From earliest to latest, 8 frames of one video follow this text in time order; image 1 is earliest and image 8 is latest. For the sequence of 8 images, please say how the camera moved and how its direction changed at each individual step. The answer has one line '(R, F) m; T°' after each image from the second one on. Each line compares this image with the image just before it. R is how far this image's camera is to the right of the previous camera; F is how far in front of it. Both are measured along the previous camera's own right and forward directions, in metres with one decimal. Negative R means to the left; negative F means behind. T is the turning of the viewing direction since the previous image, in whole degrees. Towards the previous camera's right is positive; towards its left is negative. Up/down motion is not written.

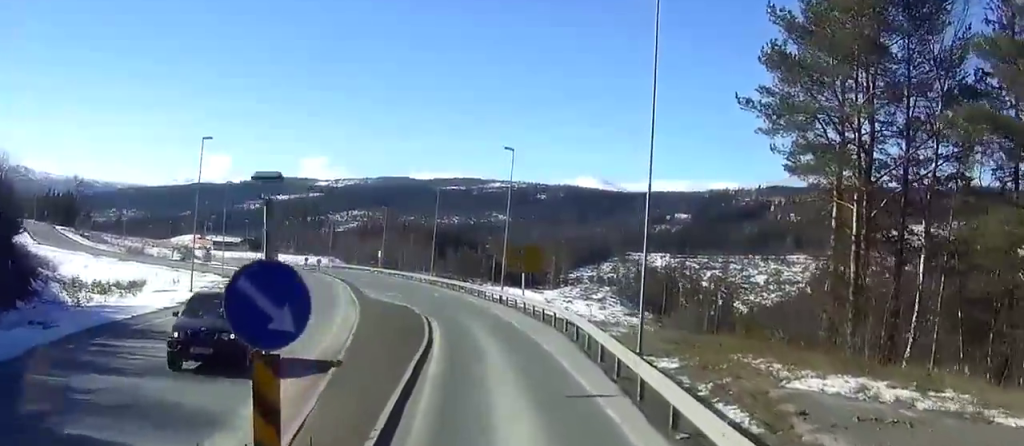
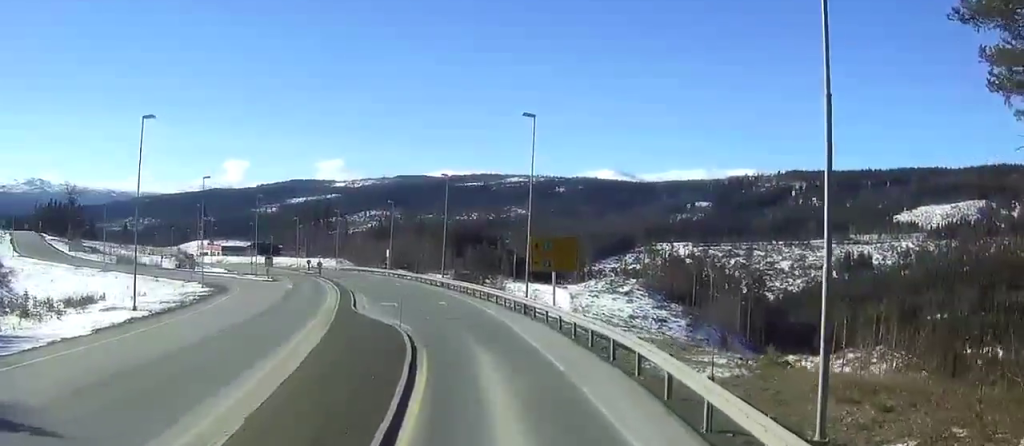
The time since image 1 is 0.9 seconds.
(0.0, +15.5) m; 0°
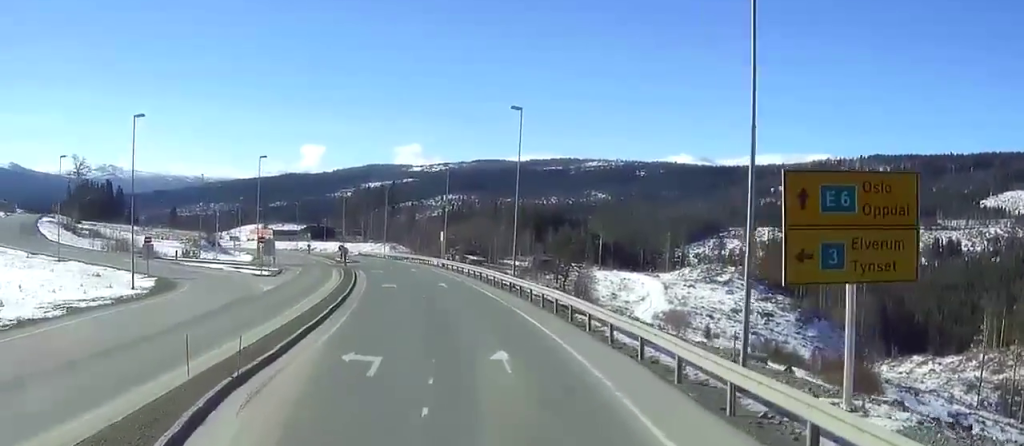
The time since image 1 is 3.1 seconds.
(0.0, +38.2) m; 0°
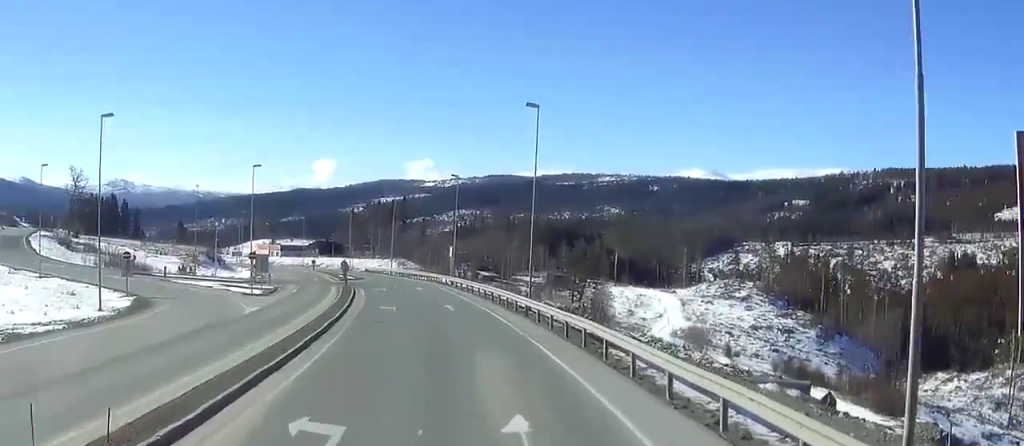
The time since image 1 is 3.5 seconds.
(0.0, +7.7) m; 0°
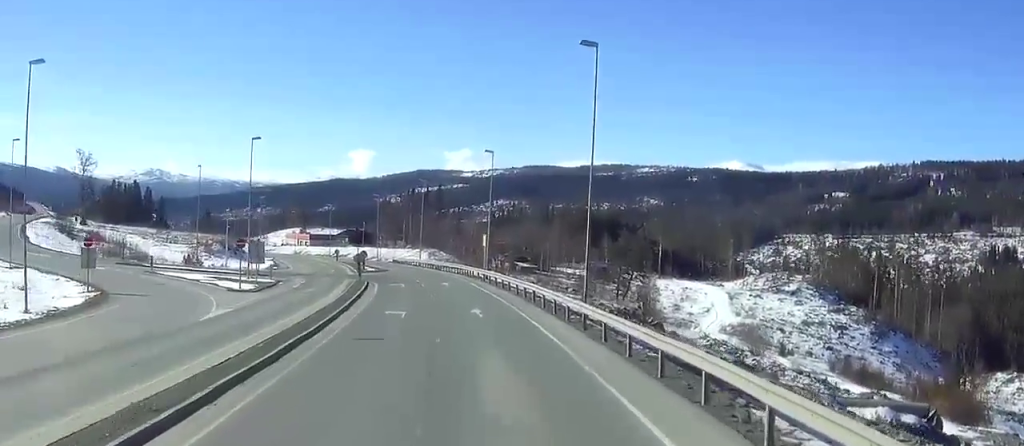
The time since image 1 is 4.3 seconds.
(0.0, +14.0) m; 0°
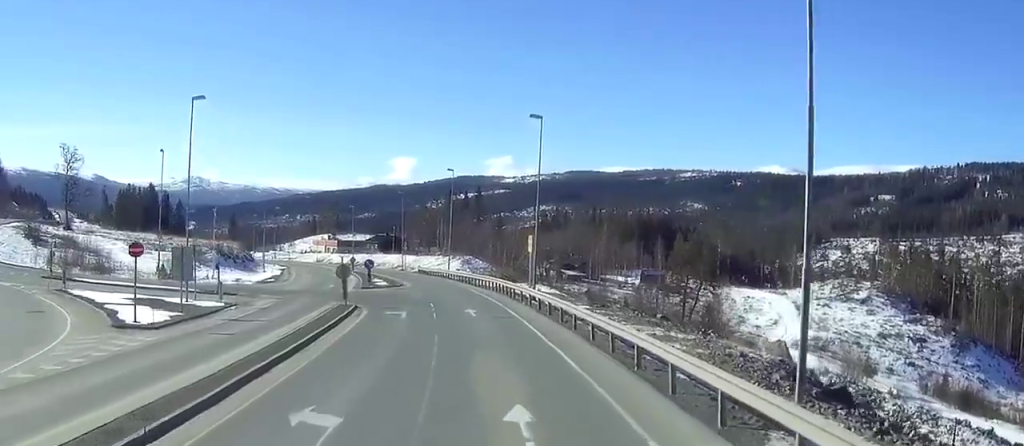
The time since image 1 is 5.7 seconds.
(0.0, +25.1) m; 0°
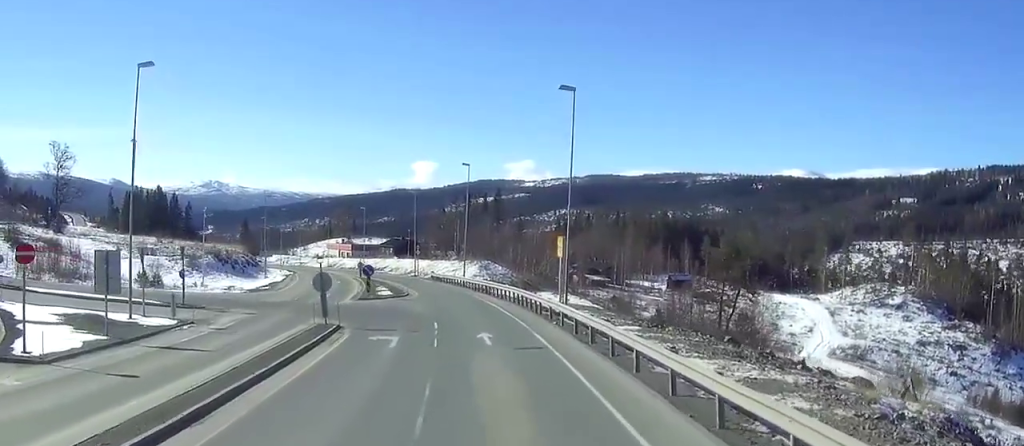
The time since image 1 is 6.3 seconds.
(0.0, +11.4) m; 0°
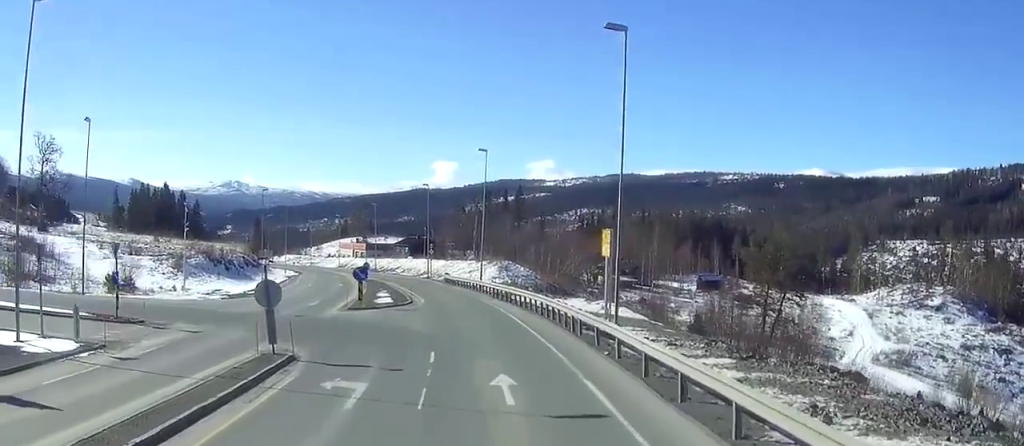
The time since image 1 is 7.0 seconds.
(0.0, +12.6) m; 0°
